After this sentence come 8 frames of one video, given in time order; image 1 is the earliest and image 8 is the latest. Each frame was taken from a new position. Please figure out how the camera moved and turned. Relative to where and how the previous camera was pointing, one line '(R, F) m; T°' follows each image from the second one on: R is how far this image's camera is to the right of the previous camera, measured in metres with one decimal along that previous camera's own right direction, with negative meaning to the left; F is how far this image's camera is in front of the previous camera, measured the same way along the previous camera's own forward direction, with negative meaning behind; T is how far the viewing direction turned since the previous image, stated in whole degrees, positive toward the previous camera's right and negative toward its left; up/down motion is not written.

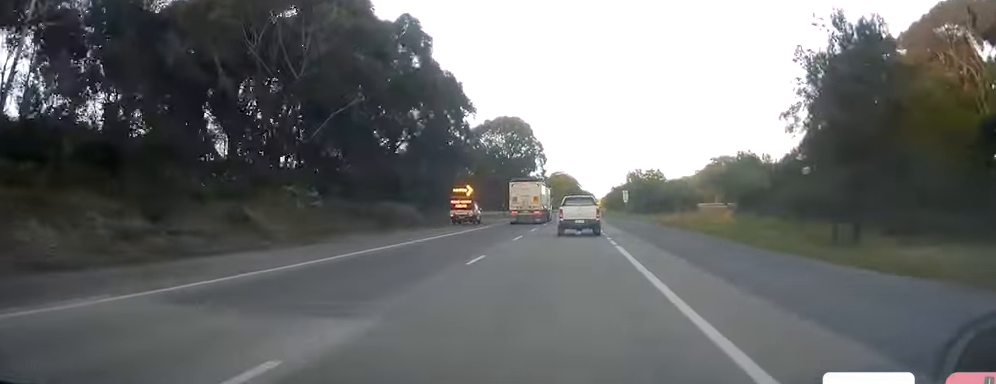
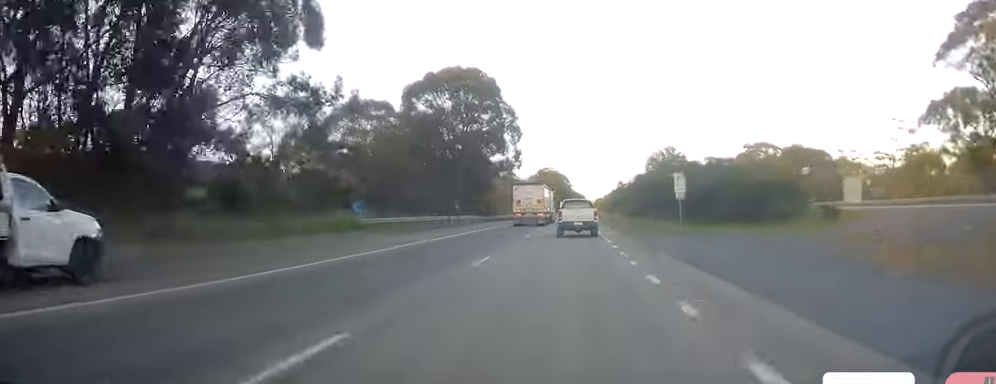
(+0.1, +48.1) m; 0°
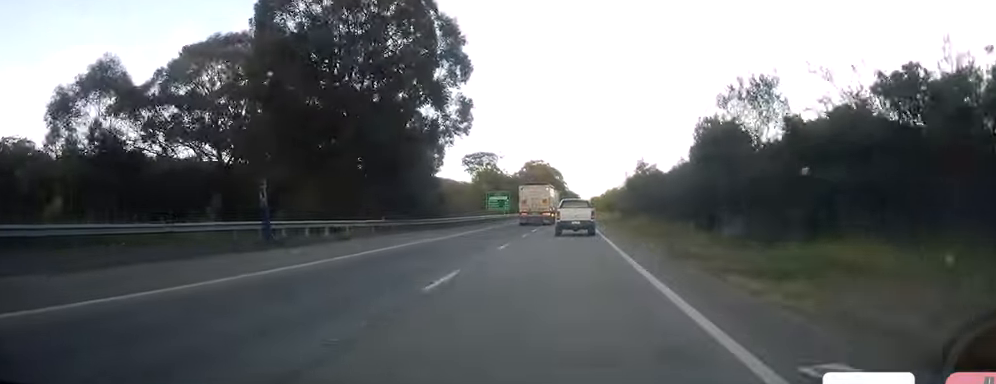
(+0.2, +39.9) m; 0°
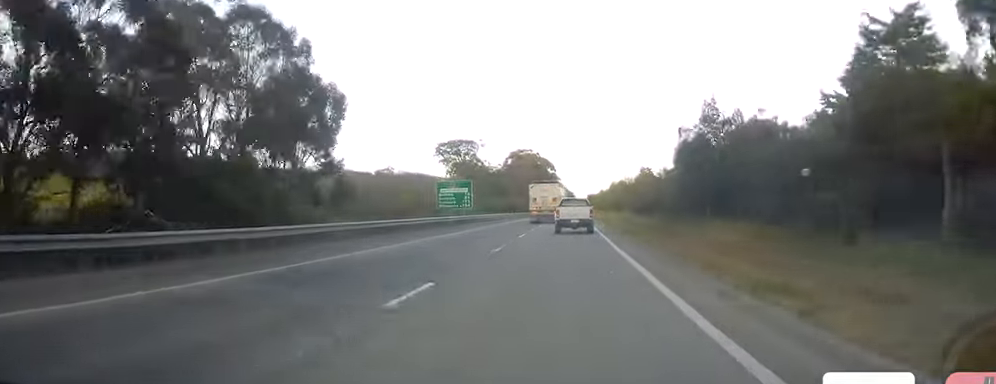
(+0.4, +38.3) m; +1°
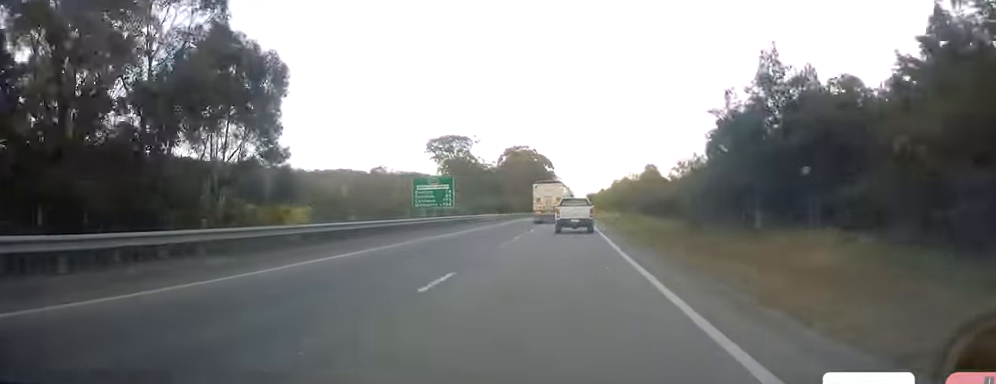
(+0.2, +10.9) m; 0°
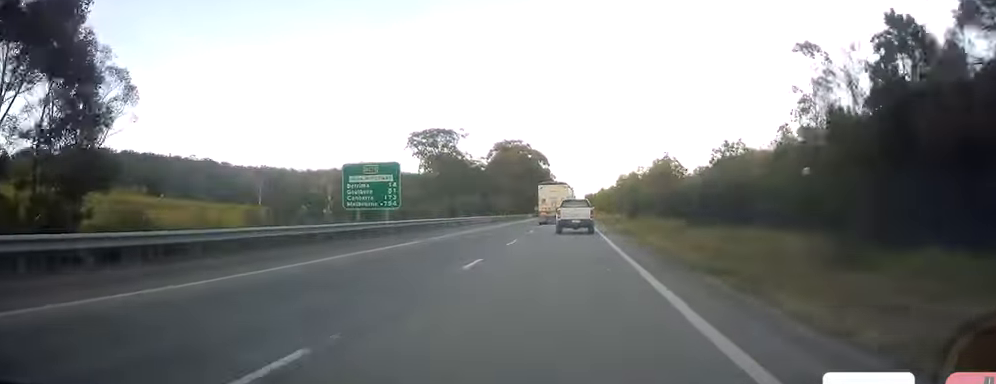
(-0.2, +19.2) m; 0°
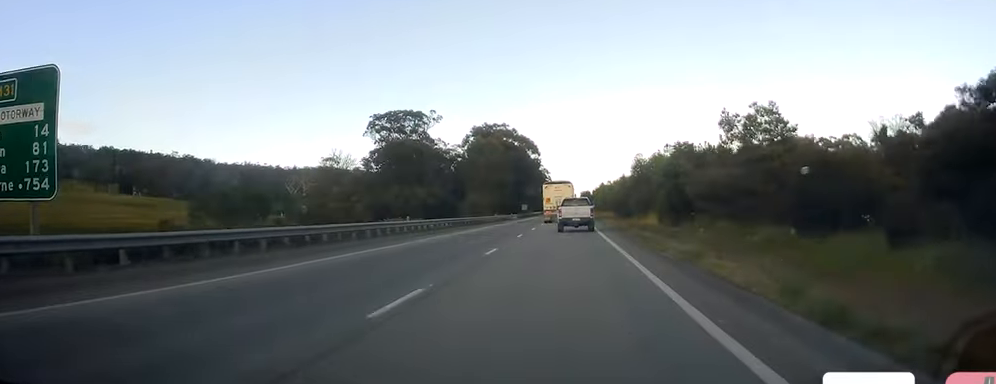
(+0.1, +30.9) m; 0°
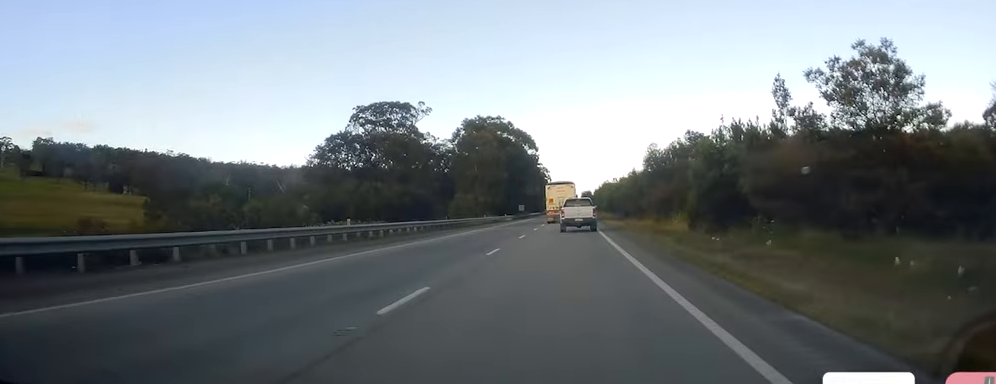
(+0.1, +11.7) m; 0°
